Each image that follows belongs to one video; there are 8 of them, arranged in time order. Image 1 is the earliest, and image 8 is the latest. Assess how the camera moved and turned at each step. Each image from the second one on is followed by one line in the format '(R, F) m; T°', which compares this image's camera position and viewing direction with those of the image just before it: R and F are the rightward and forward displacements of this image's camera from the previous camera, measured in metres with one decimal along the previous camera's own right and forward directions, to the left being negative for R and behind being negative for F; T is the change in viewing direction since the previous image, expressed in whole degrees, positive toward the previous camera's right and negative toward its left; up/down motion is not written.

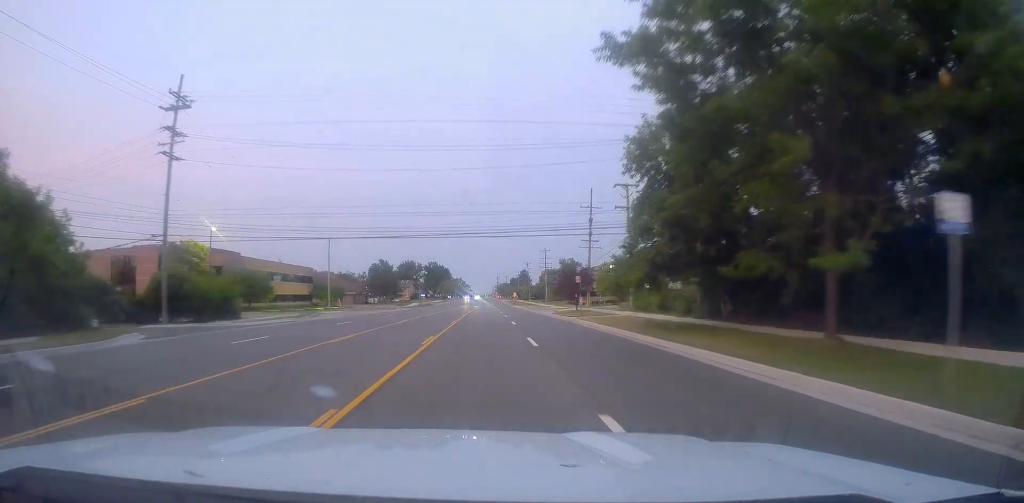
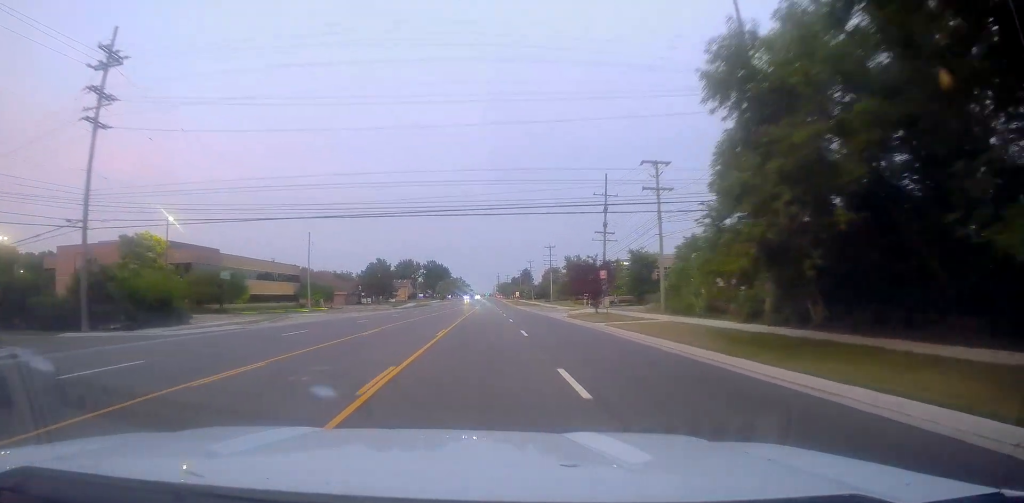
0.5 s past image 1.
(0.0, +9.8) m; 0°
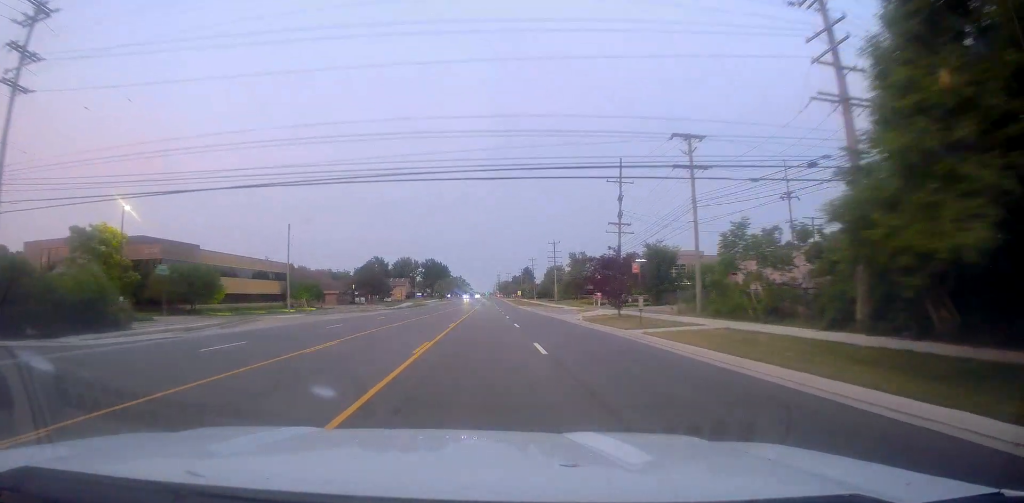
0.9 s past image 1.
(+0.3, +7.8) m; 0°
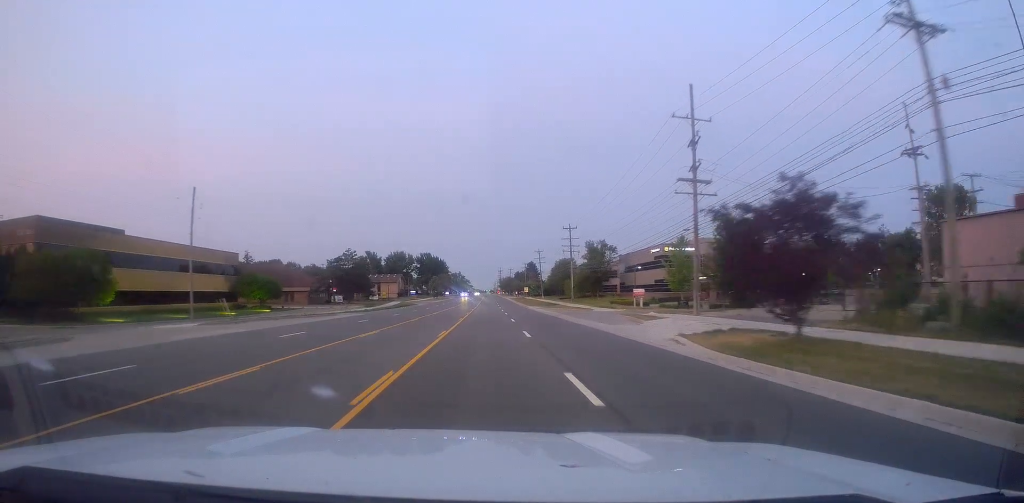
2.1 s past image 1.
(-0.3, +22.9) m; 0°
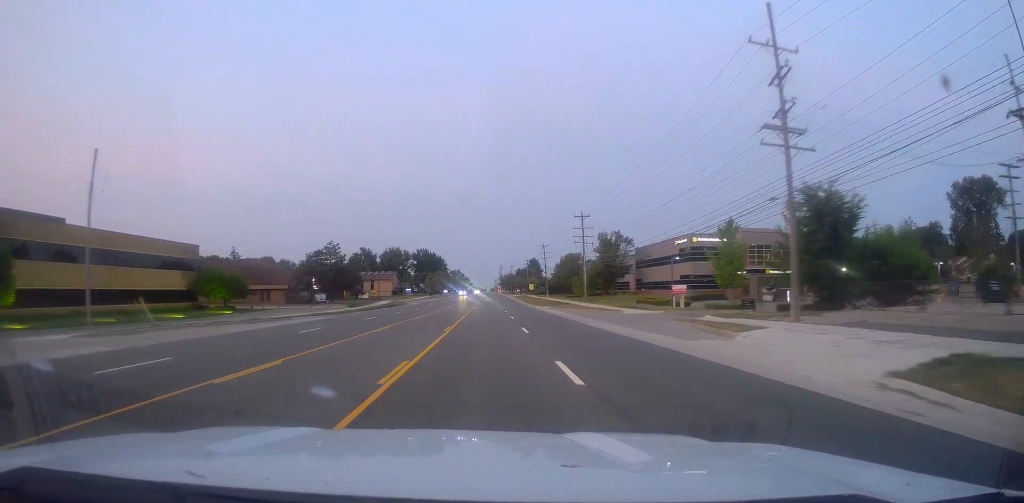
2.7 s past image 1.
(+0.2, +13.3) m; +1°
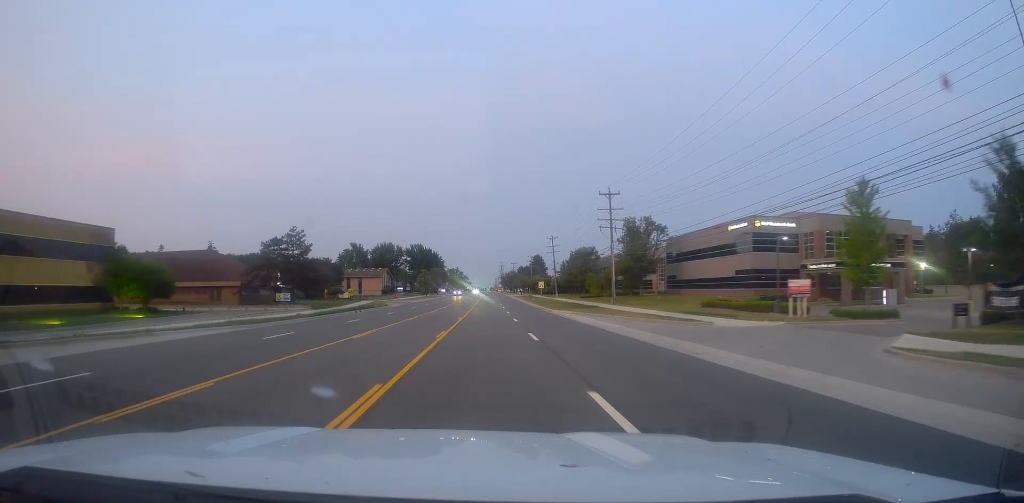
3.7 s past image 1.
(+0.3, +19.9) m; +1°
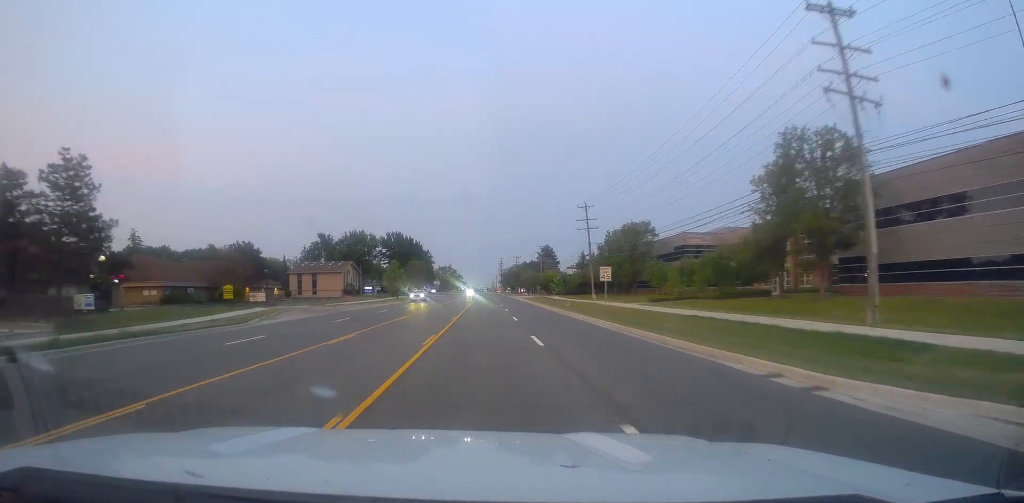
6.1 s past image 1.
(-0.8, +47.5) m; -2°
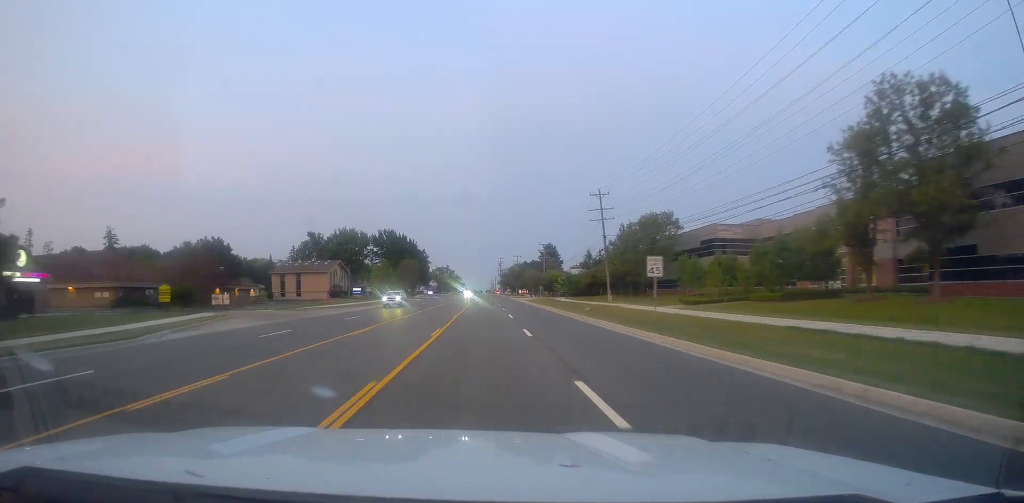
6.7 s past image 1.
(+0.1, +11.3) m; +1°
